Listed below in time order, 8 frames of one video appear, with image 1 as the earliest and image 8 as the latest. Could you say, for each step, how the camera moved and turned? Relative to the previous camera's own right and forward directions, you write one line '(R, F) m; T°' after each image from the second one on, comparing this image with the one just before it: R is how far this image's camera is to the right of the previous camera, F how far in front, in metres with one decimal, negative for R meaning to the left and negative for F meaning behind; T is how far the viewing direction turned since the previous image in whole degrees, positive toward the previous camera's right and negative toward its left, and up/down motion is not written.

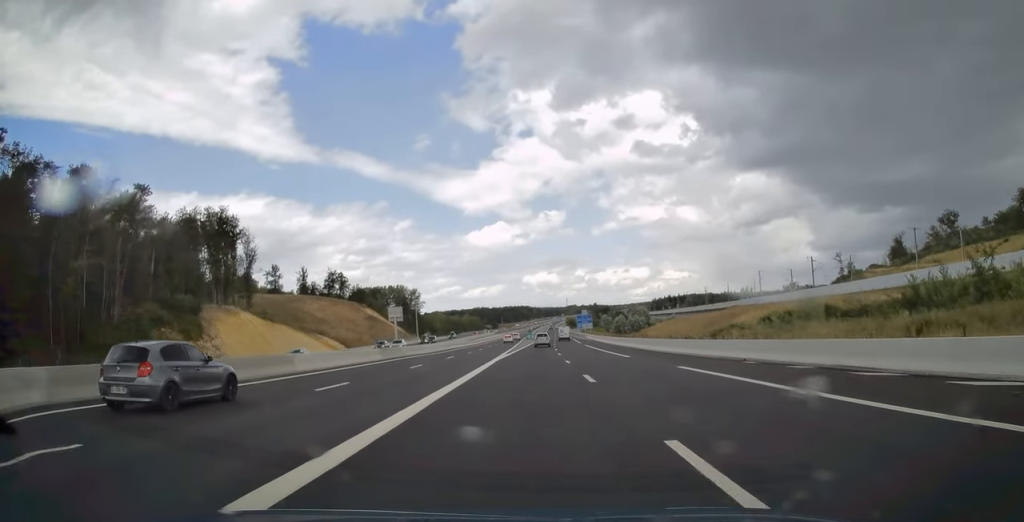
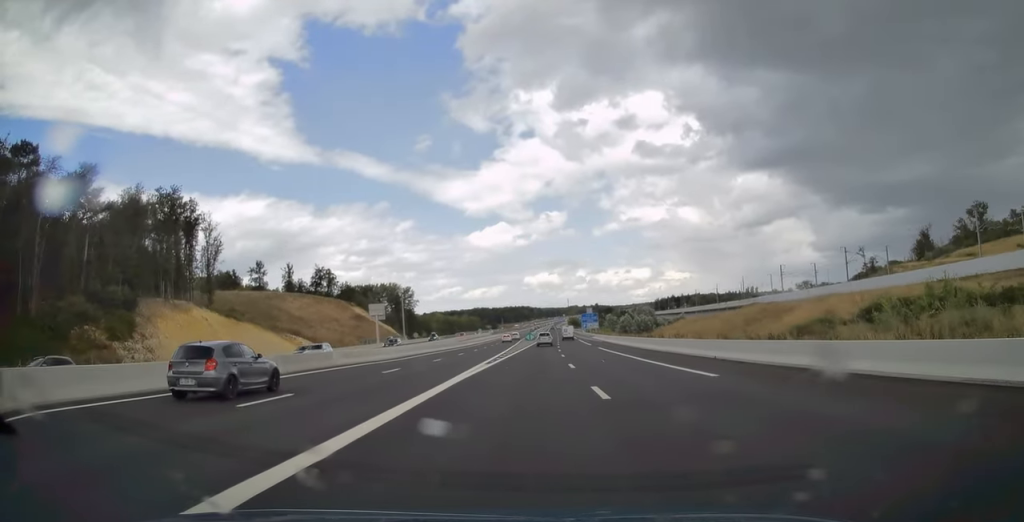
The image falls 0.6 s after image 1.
(0.0, +16.8) m; 0°
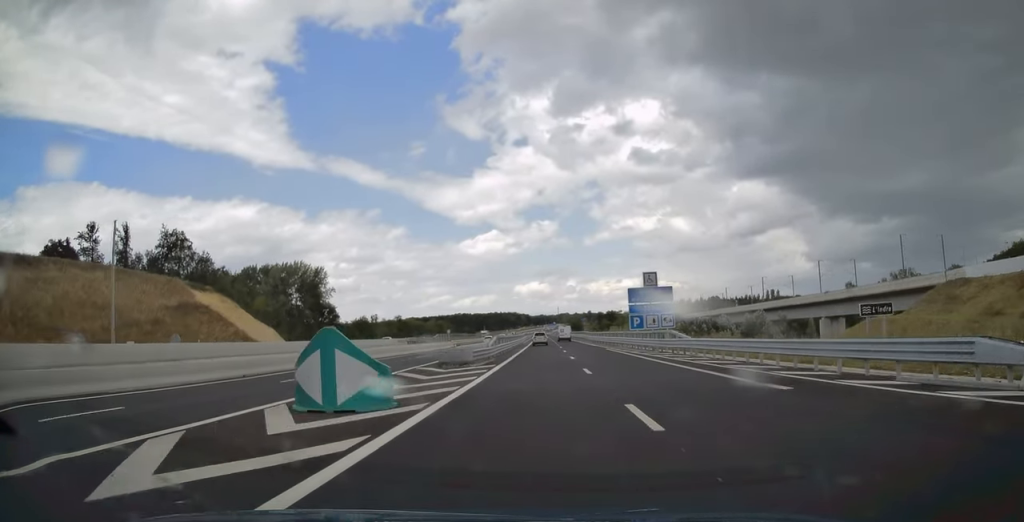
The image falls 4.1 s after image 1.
(+0.4, +100.9) m; 0°
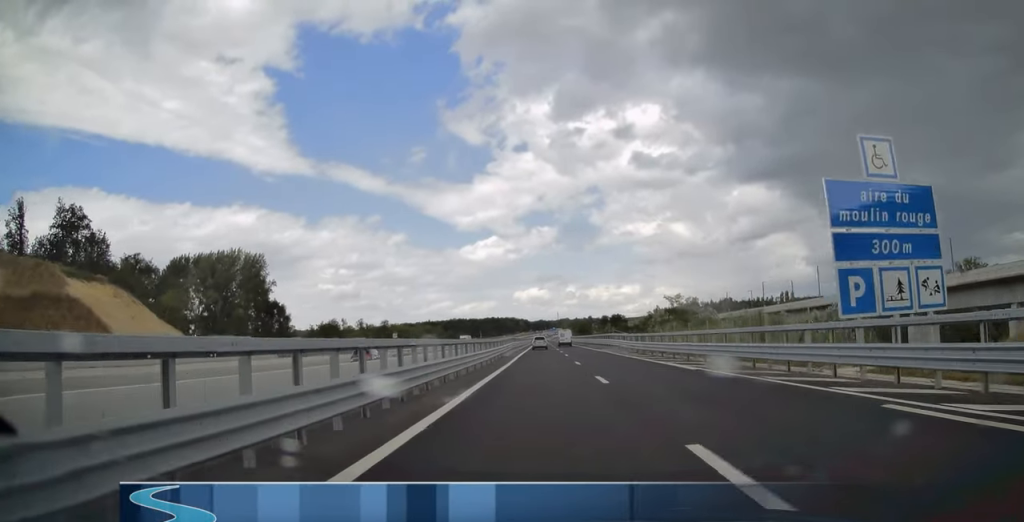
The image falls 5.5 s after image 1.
(0.0, +40.0) m; 0°
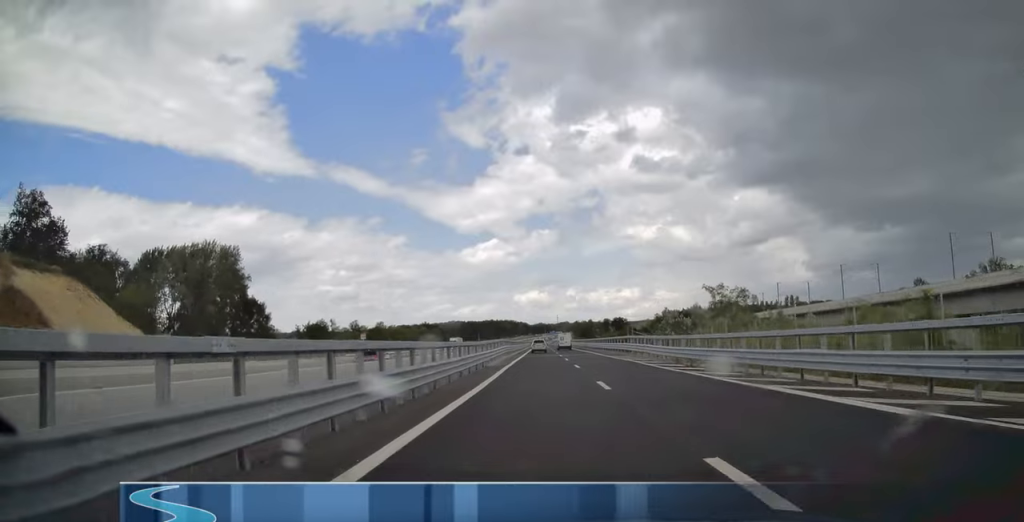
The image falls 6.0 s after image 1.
(0.0, +12.6) m; 0°
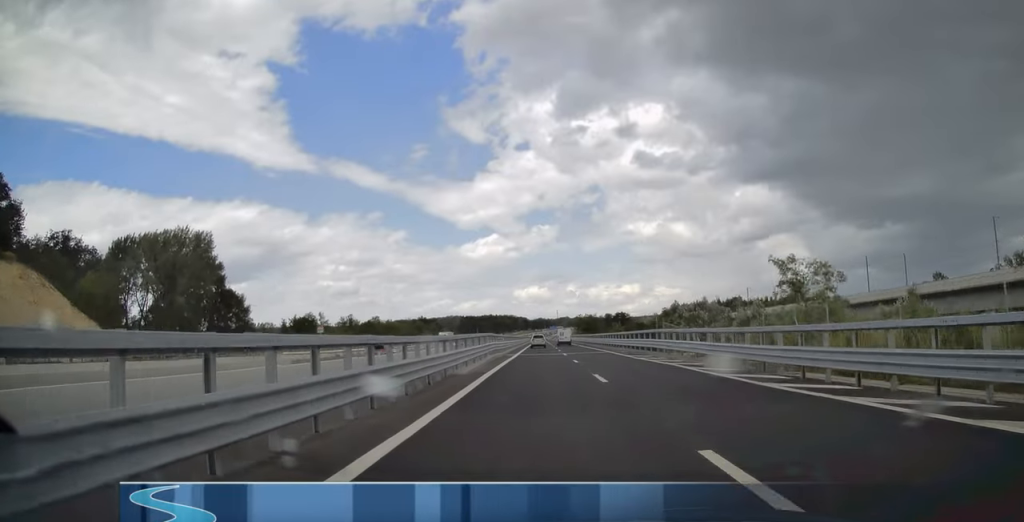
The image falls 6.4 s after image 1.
(0.0, +11.7) m; 0°
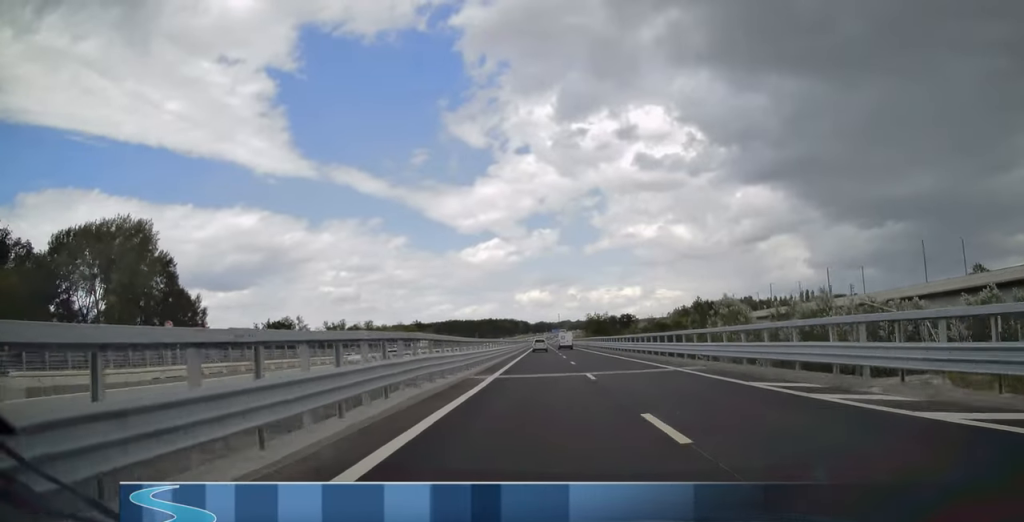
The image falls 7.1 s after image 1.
(0.0, +21.1) m; 0°
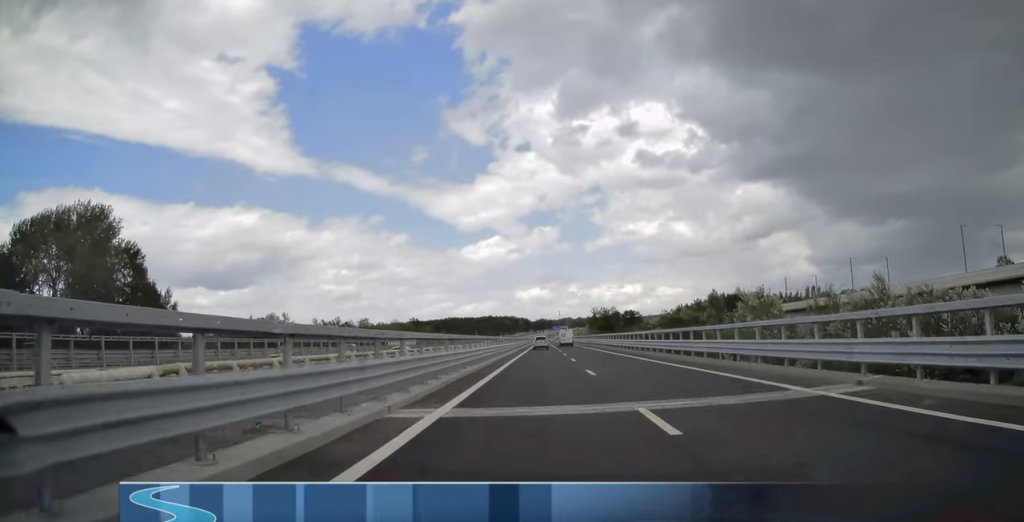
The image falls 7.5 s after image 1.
(0.0, +11.7) m; 0°
